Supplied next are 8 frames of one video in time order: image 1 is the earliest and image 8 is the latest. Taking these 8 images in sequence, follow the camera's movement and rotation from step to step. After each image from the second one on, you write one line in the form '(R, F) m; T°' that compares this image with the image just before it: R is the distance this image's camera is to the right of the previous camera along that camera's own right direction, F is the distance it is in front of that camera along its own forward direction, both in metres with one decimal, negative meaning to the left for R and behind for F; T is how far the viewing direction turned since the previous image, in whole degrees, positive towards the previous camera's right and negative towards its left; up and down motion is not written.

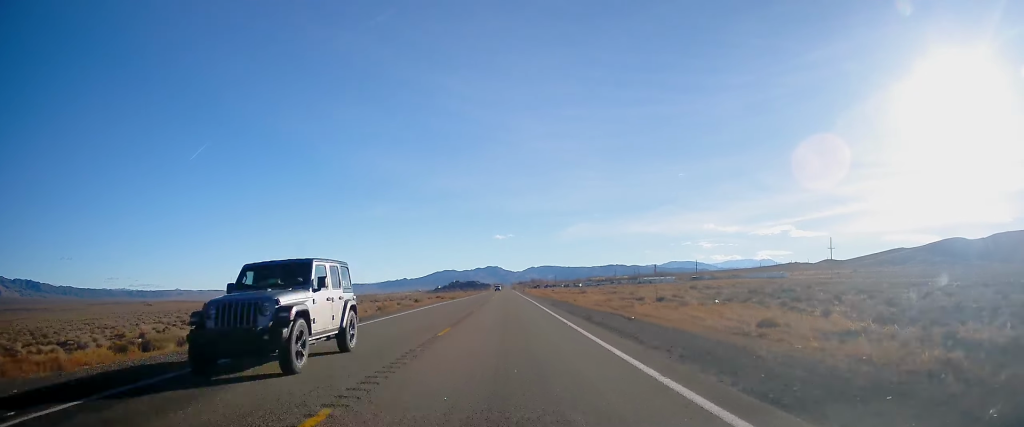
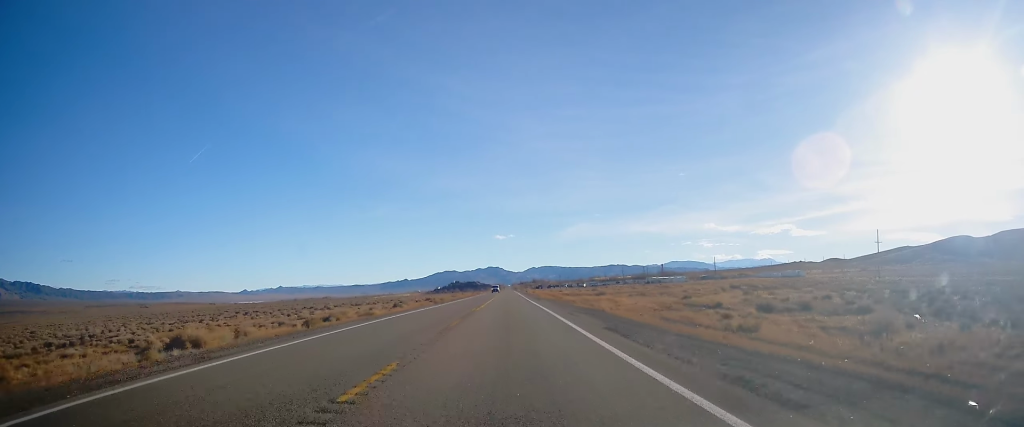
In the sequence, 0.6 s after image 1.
(0.0, +20.5) m; 0°
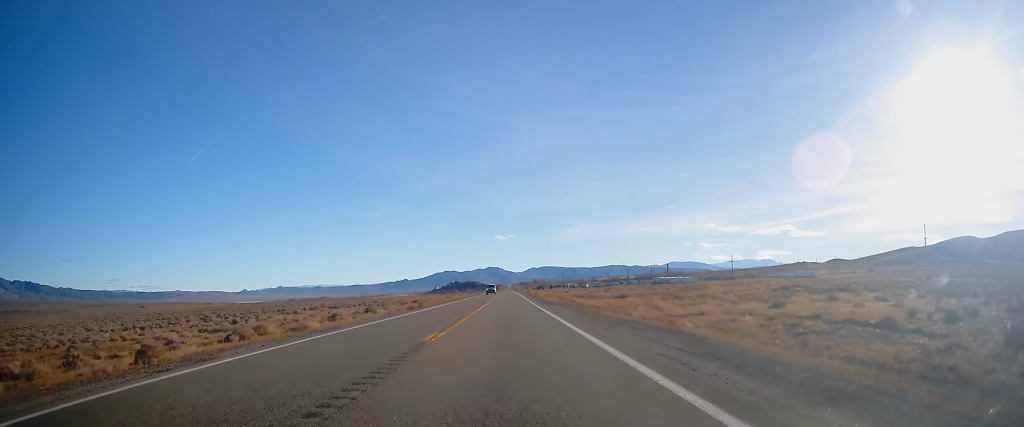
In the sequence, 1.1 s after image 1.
(-0.2, +17.1) m; 0°
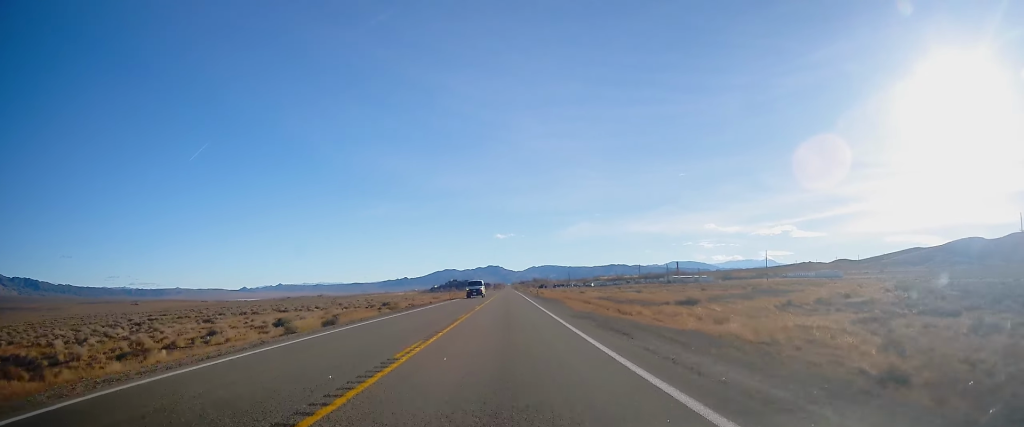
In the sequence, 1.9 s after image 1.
(-0.1, +27.4) m; 0°
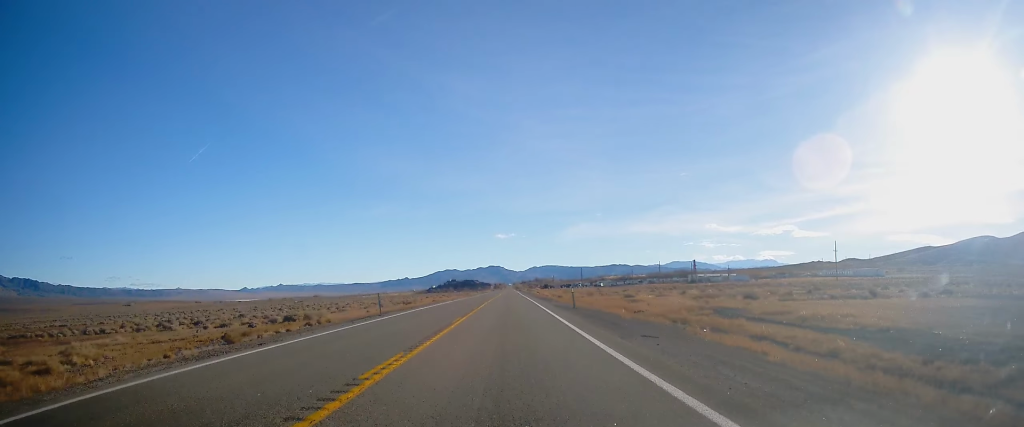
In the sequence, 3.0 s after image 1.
(0.0, +39.1) m; +1°
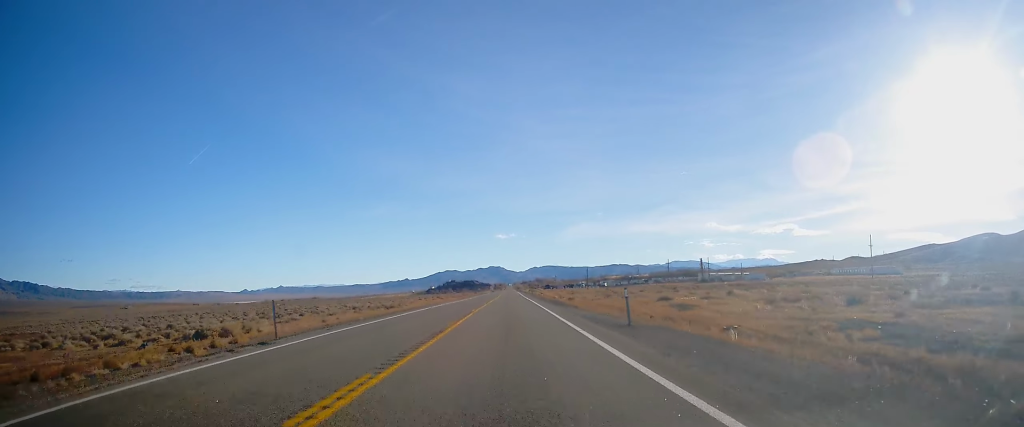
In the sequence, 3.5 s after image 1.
(0.0, +15.0) m; 0°
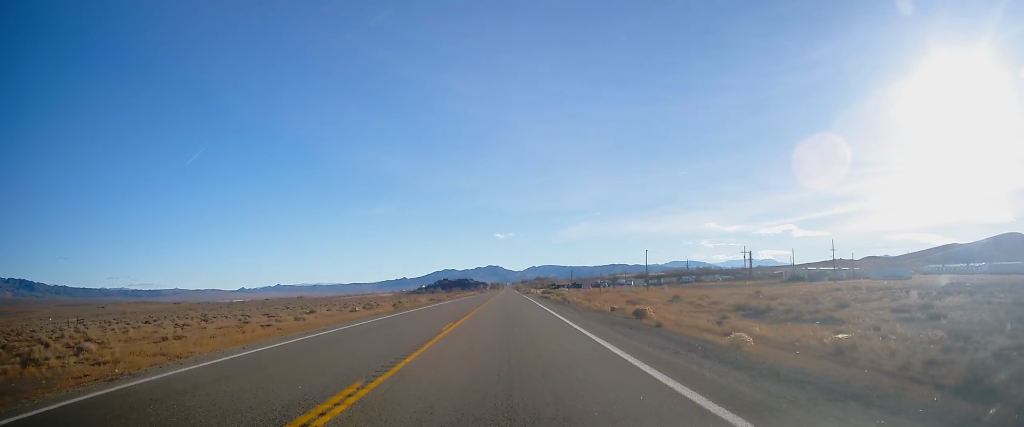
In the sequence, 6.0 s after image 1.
(+0.2, +86.7) m; 0°
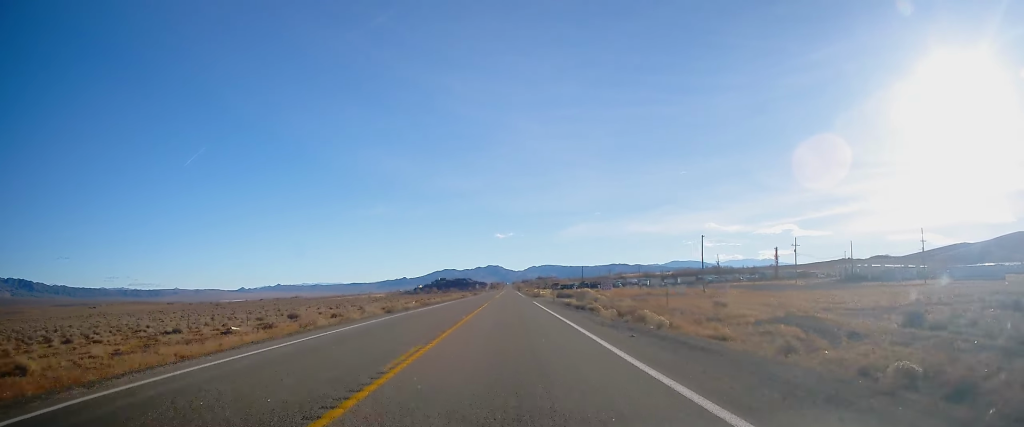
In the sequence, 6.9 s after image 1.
(0.0, +32.5) m; 0°
